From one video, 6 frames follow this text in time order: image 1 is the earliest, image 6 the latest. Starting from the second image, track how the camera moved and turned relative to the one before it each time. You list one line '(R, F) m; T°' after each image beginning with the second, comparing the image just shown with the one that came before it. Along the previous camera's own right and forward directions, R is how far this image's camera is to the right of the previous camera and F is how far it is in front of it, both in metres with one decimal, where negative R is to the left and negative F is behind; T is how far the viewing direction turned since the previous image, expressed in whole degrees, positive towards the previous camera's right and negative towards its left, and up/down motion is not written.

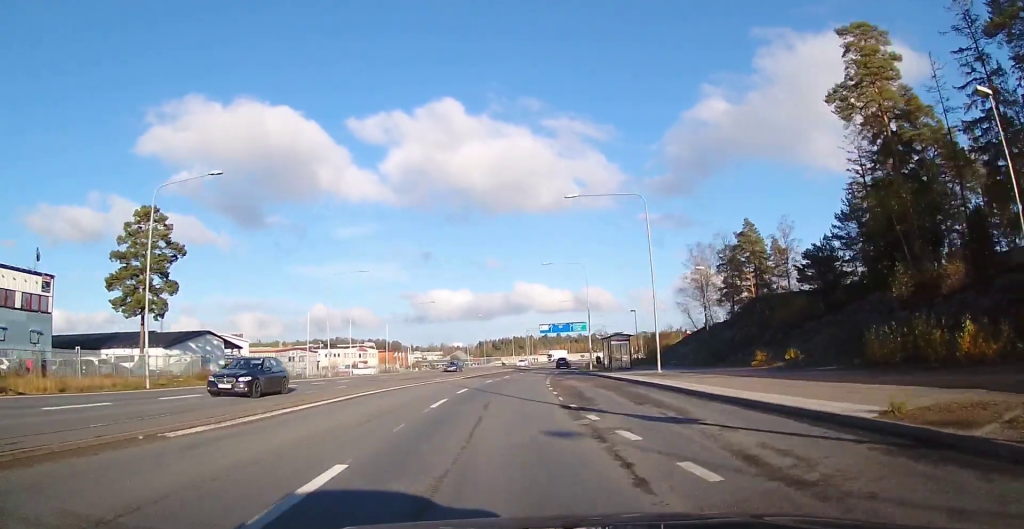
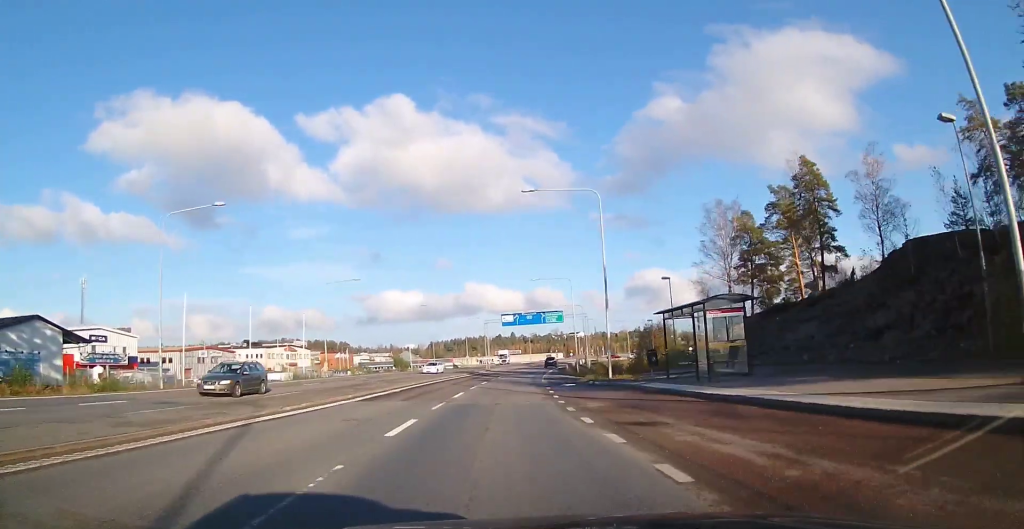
(0.0, +21.7) m; +3°
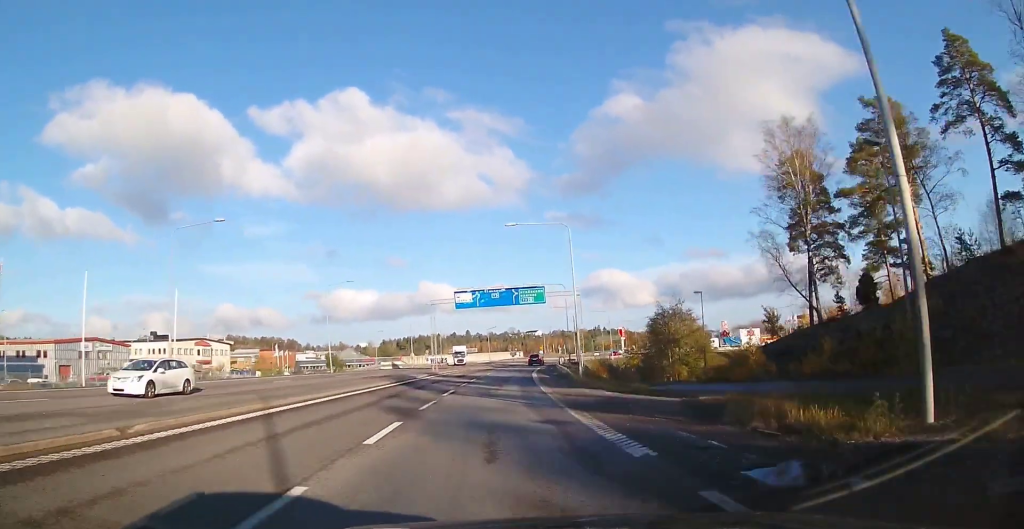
(-0.2, +24.2) m; 0°
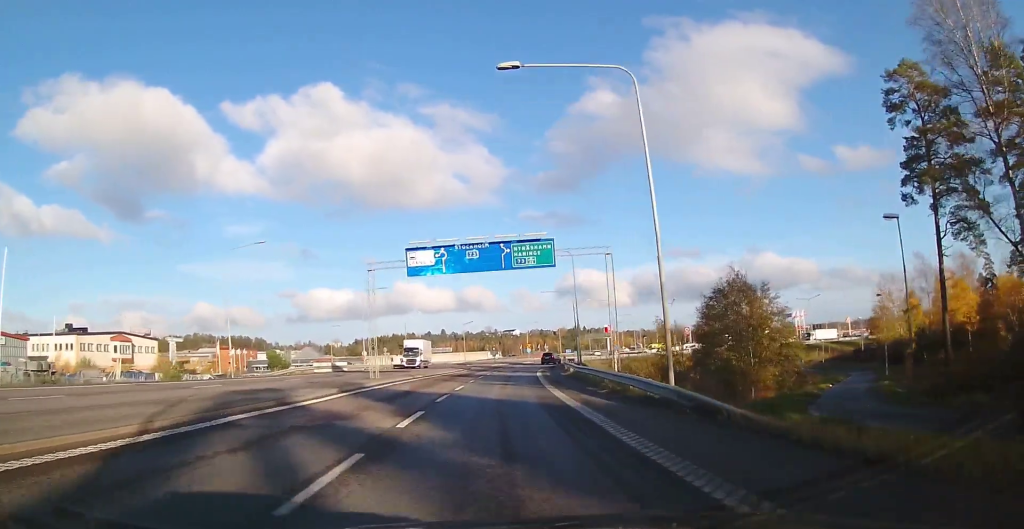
(+0.7, +21.9) m; 0°
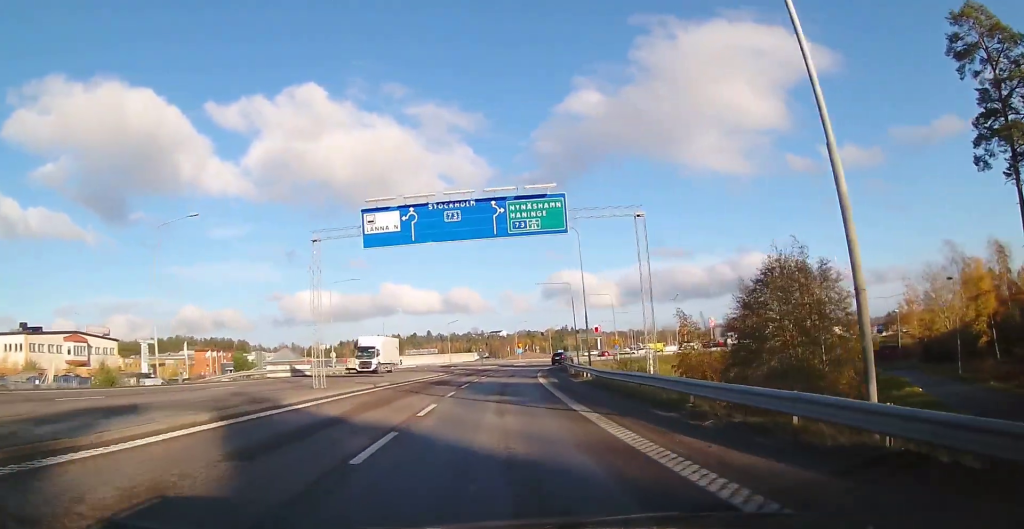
(-0.1, +9.6) m; 0°
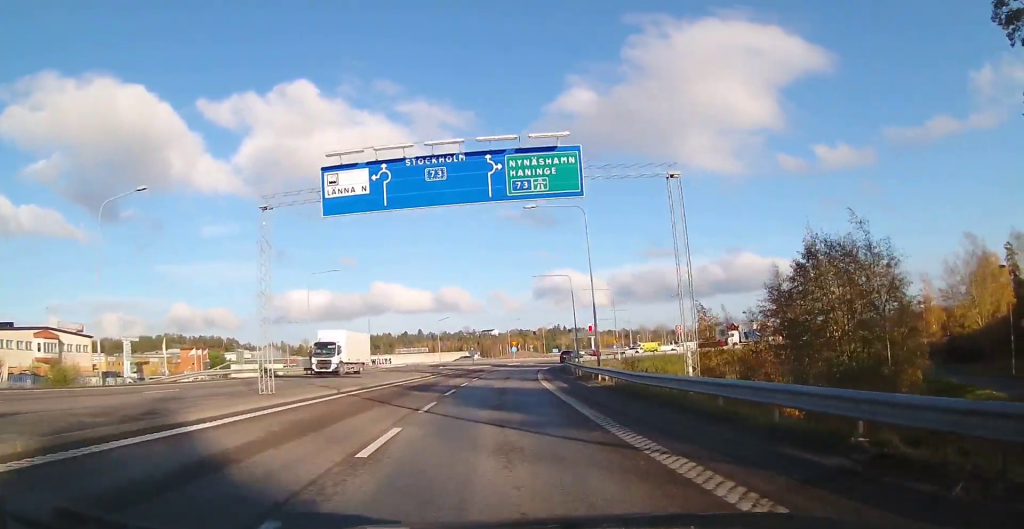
(-0.1, +5.6) m; +1°
